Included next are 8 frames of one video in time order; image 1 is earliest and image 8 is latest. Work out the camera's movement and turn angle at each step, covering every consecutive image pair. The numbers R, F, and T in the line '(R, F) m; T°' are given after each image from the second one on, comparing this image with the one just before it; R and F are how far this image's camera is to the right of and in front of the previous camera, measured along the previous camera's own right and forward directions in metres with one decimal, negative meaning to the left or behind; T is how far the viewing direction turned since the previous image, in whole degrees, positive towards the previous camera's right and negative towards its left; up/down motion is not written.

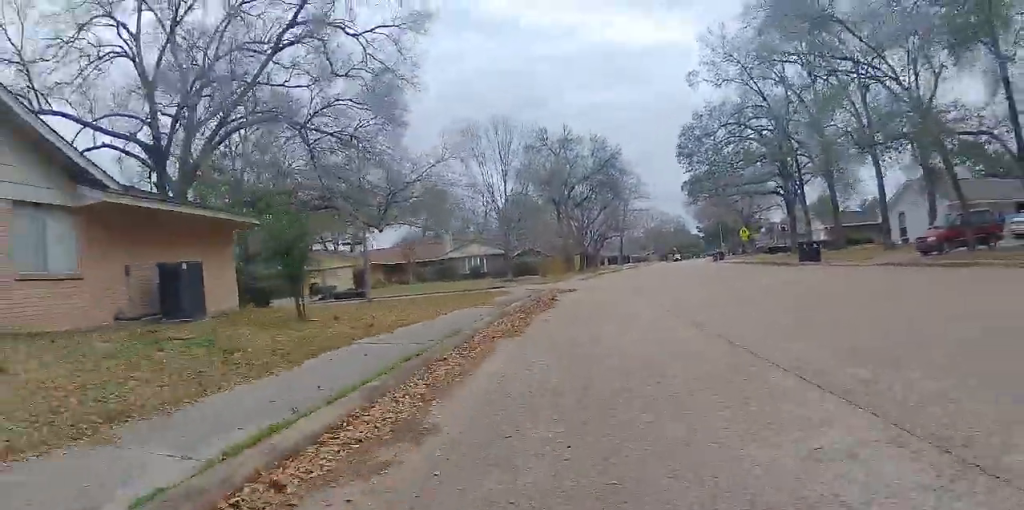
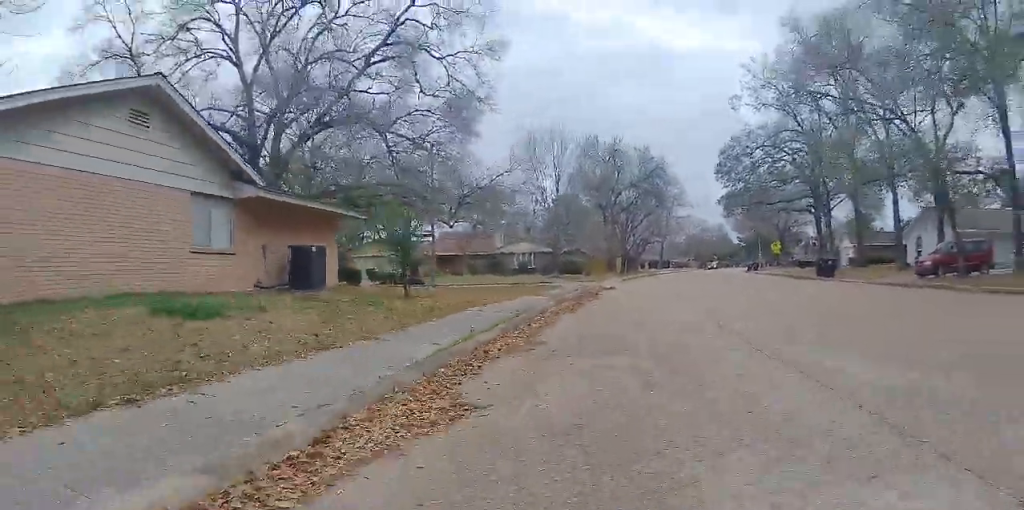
(-0.1, +3.5) m; -2°
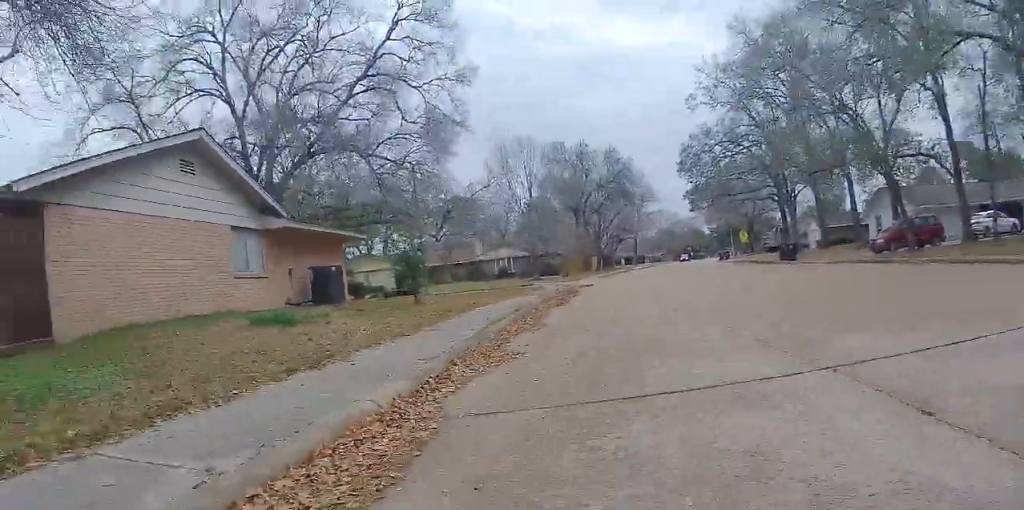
(-0.1, +2.6) m; -1°
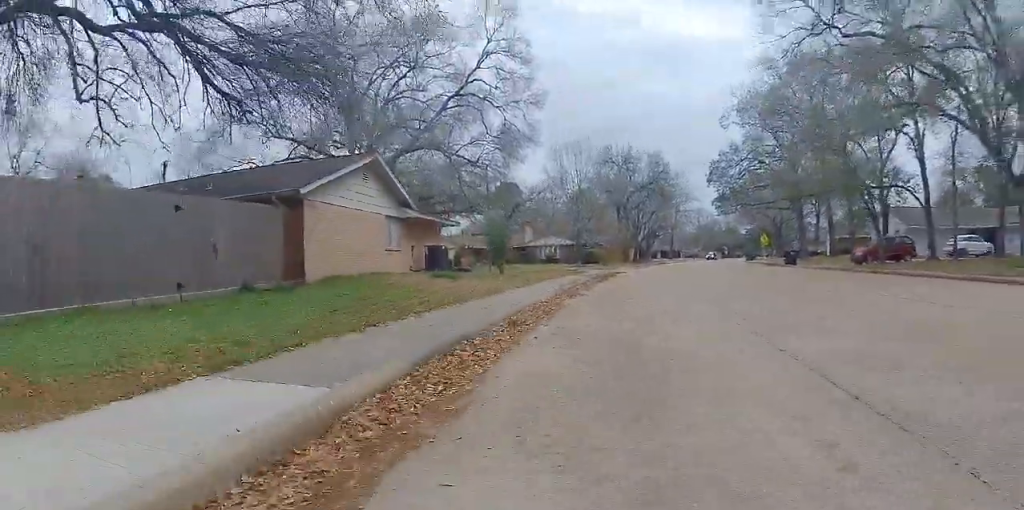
(-0.1, +7.4) m; -9°
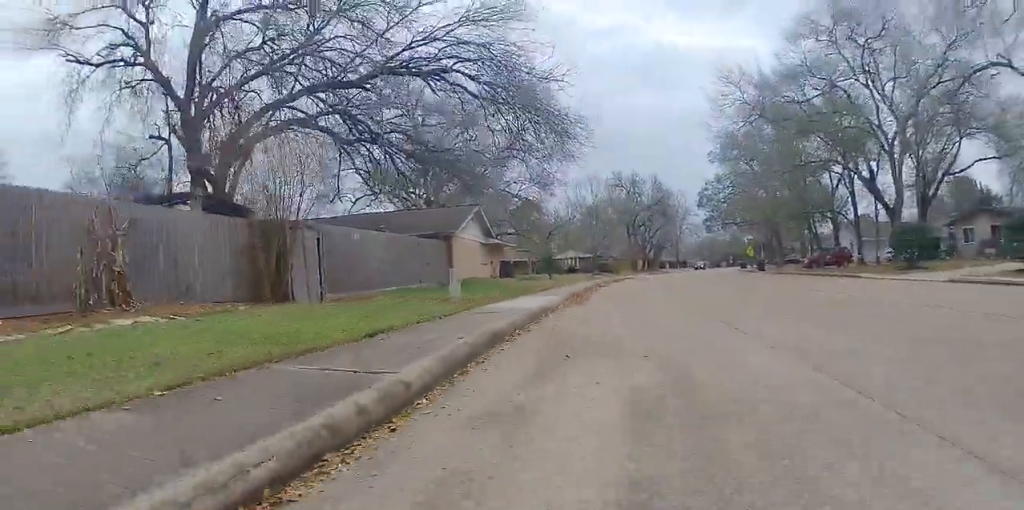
(-2.6, +12.2) m; -9°
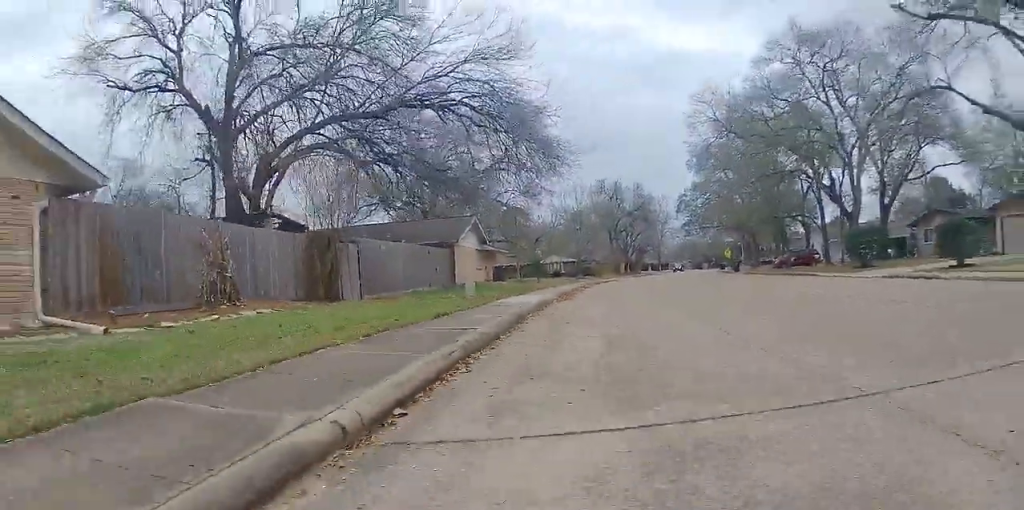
(+0.4, +3.6) m; +5°
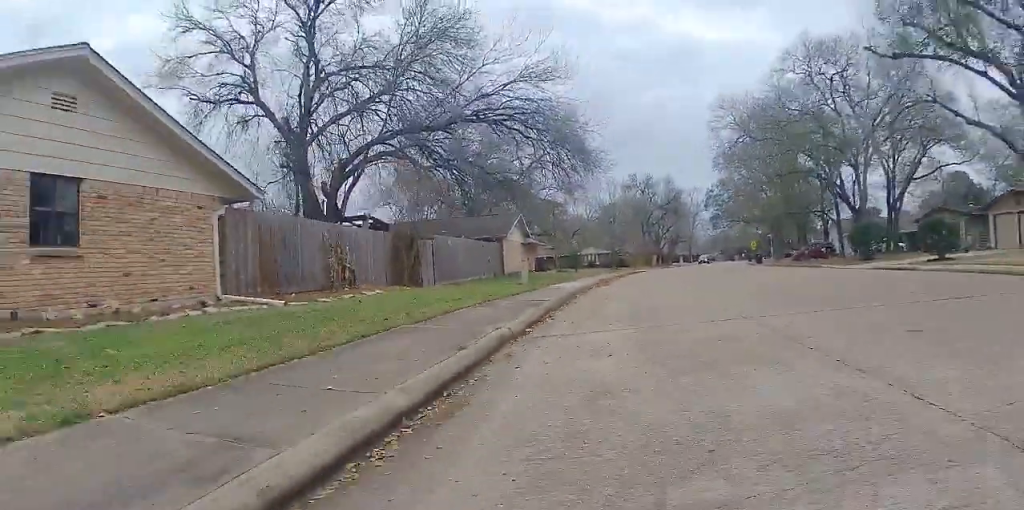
(+0.4, +4.1) m; +5°
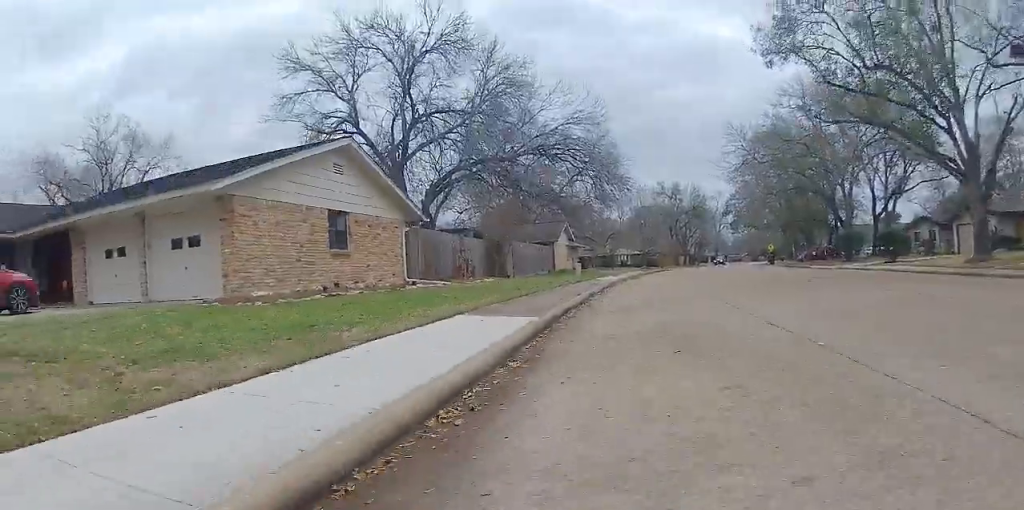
(-0.5, +9.2) m; -9°
